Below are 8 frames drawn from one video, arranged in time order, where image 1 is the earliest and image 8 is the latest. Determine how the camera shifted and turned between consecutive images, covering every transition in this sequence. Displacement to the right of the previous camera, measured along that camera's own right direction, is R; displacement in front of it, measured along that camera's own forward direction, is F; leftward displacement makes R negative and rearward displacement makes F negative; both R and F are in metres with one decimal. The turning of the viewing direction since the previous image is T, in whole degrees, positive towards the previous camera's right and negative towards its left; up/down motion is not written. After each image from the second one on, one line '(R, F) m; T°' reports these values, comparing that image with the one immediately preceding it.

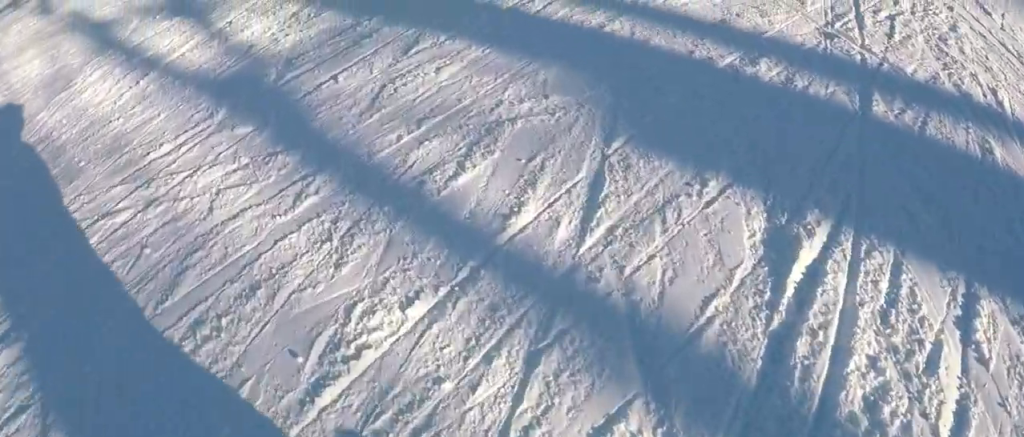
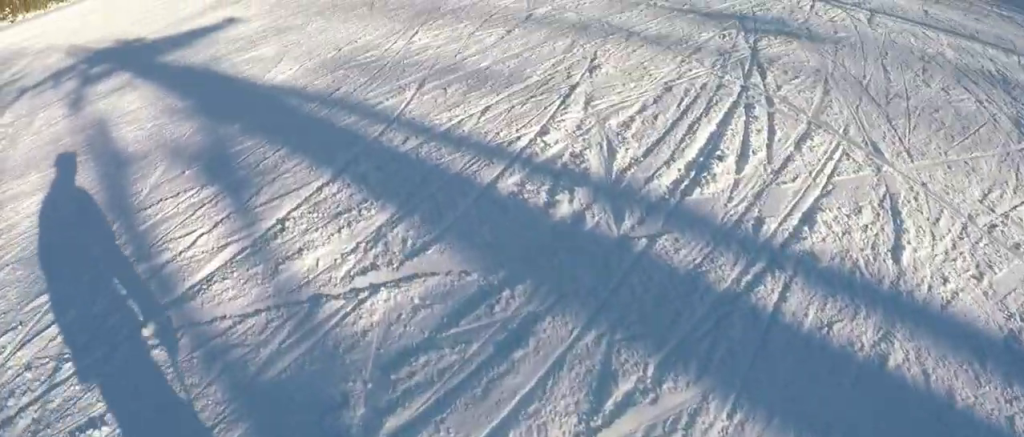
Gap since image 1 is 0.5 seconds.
(-0.6, +2.1) m; 0°
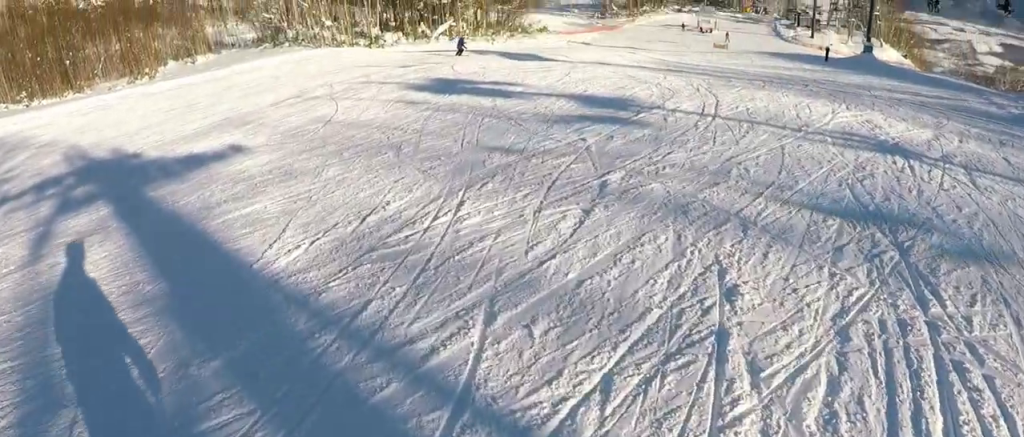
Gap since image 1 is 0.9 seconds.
(0.0, +2.2) m; 0°
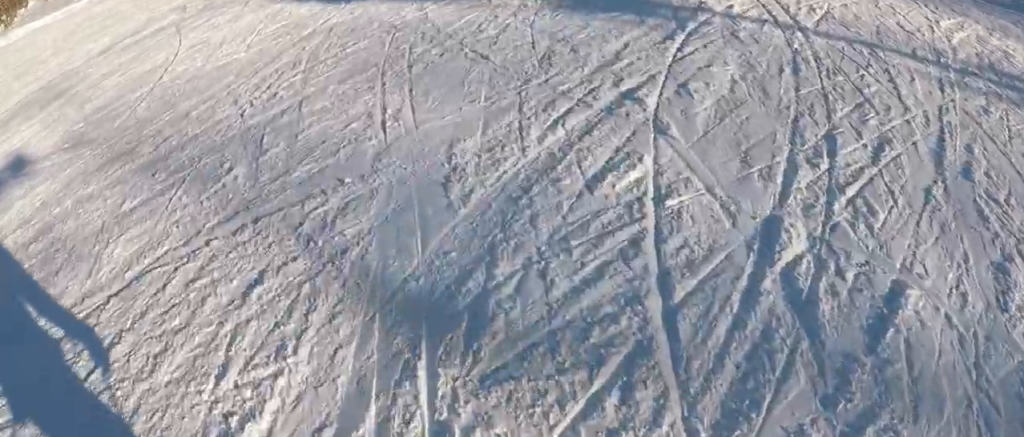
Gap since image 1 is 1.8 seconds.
(+0.9, +4.0) m; 0°
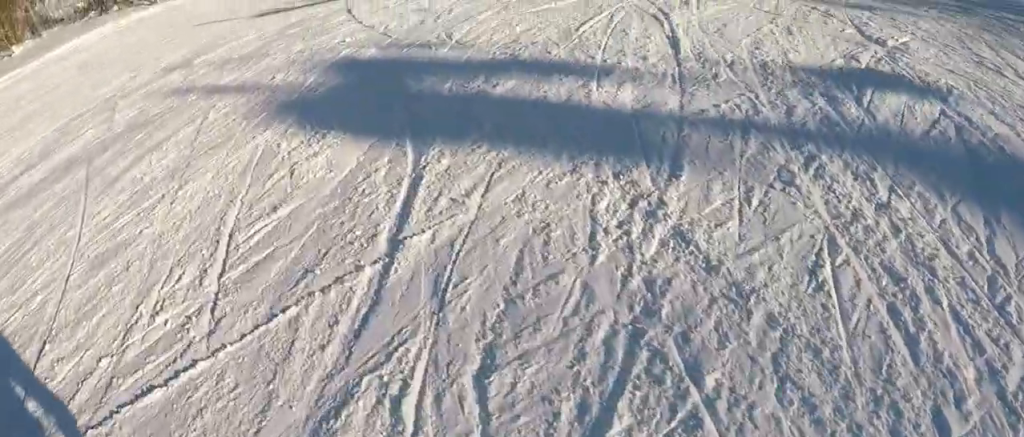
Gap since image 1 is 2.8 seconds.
(-1.0, +4.8) m; +5°
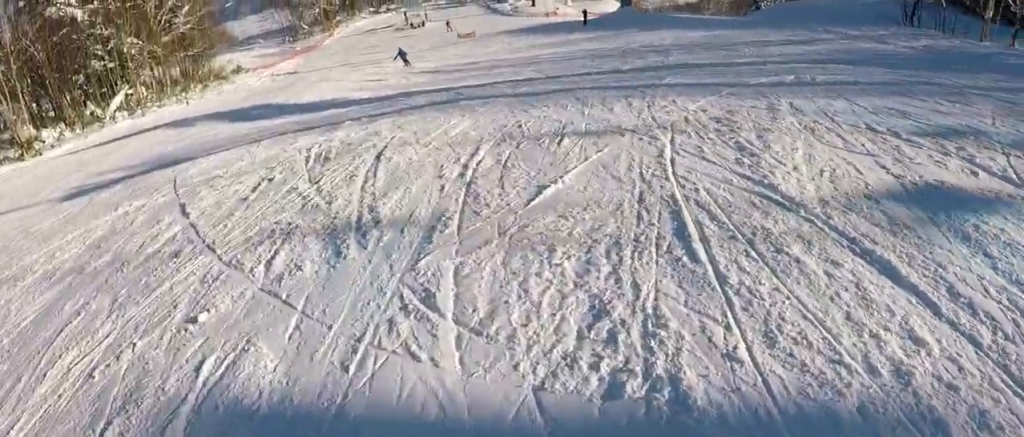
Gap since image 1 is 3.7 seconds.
(+0.6, +3.8) m; +35°
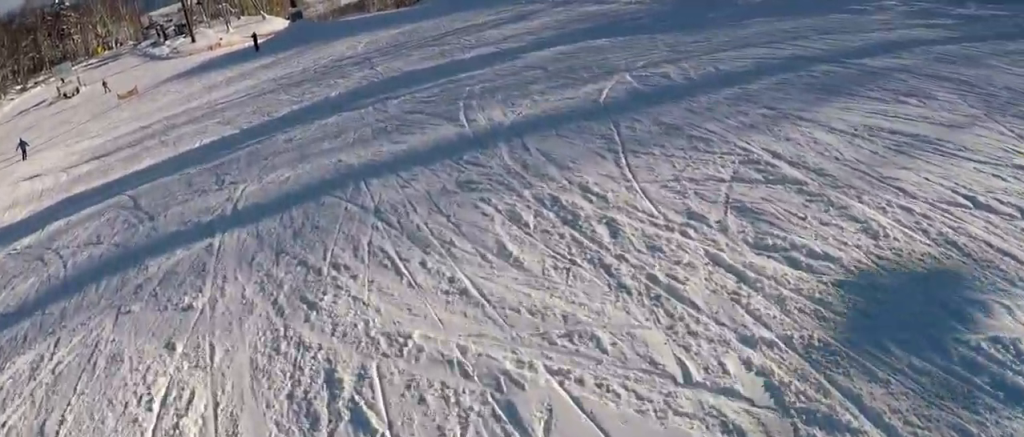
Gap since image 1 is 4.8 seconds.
(+2.1, +4.7) m; +18°
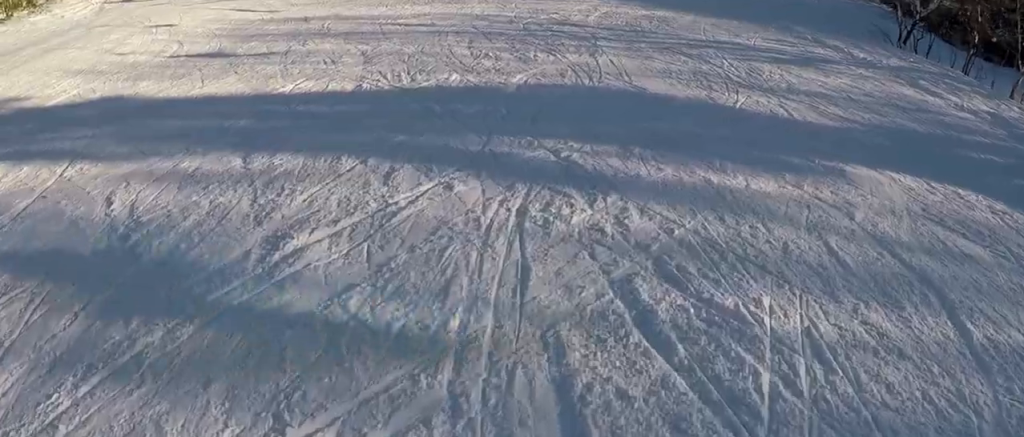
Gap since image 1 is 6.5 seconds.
(-0.8, +8.5) m; -19°
